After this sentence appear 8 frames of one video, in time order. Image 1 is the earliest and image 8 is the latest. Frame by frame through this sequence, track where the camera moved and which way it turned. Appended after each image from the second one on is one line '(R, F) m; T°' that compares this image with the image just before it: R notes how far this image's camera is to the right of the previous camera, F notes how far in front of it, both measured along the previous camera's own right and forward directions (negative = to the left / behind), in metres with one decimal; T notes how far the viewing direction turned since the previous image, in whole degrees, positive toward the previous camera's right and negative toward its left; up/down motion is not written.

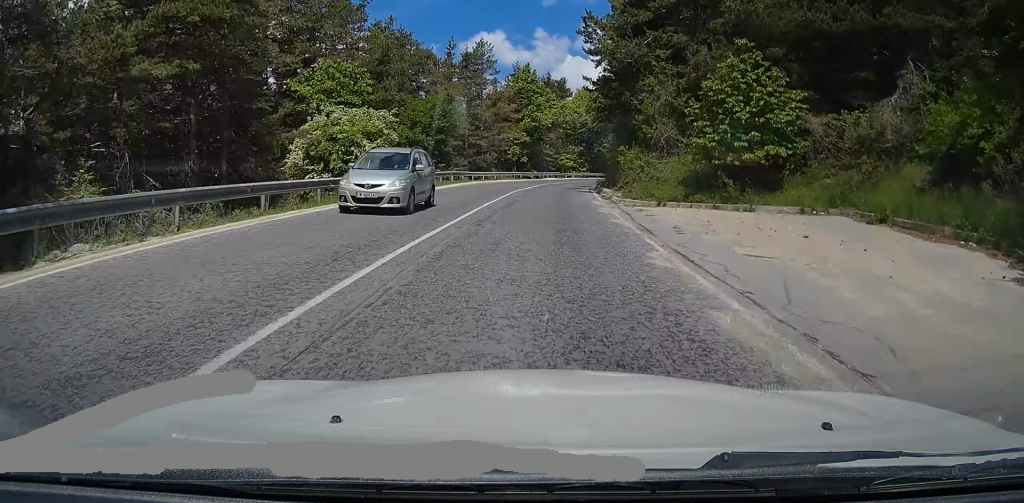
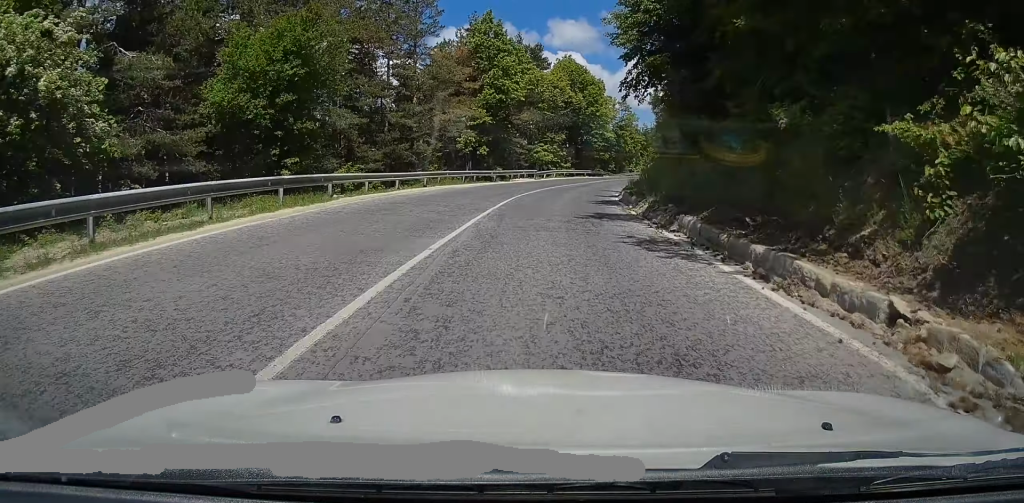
(+1.2, +25.6) m; +5°
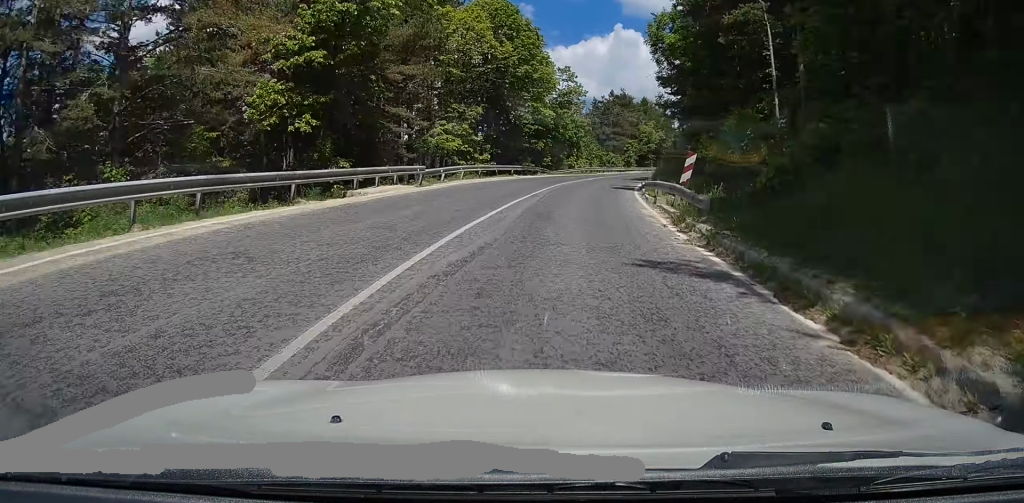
(+1.2, +26.5) m; +9°
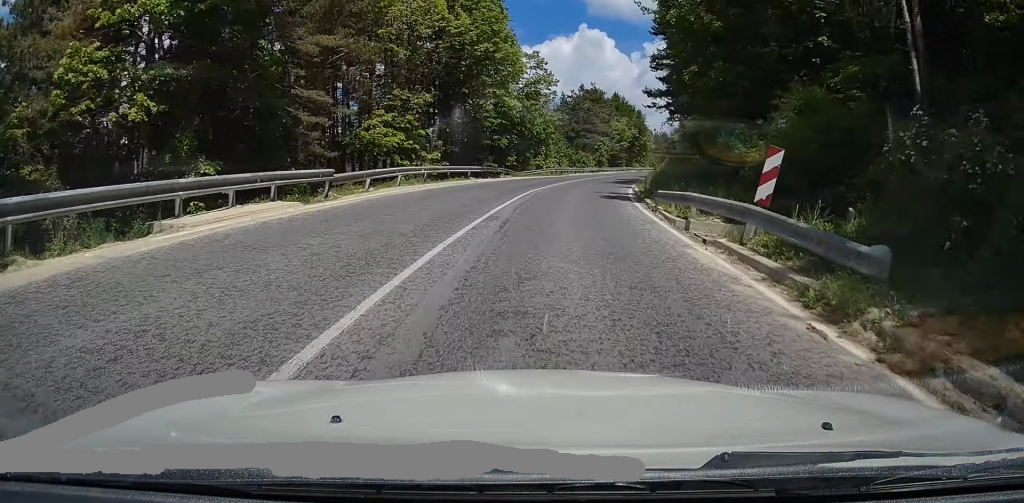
(+0.6, +8.3) m; +4°
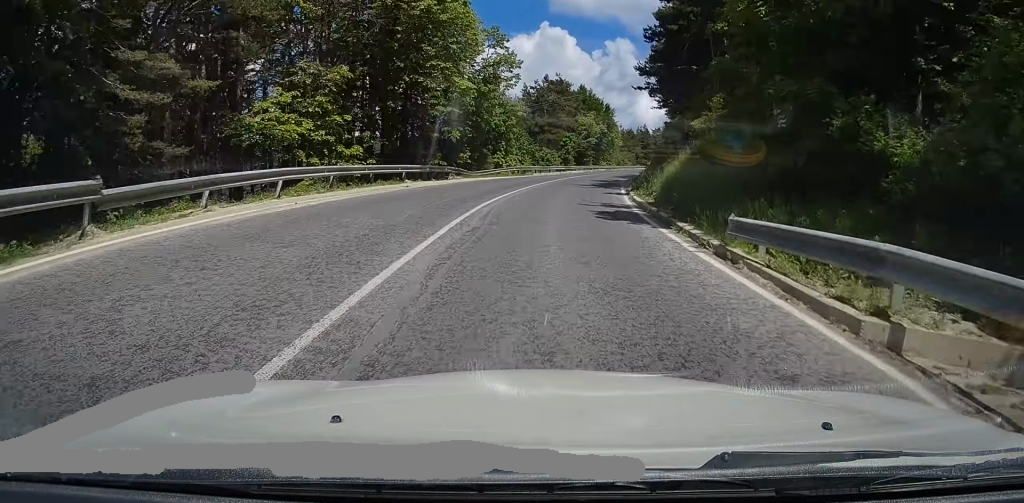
(+0.2, +9.0) m; +4°
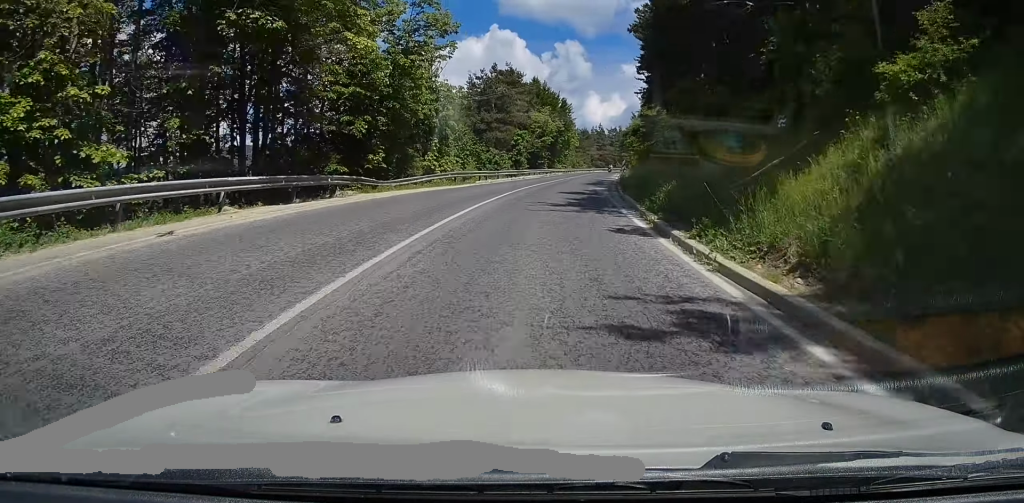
(+0.8, +13.2) m; +5°
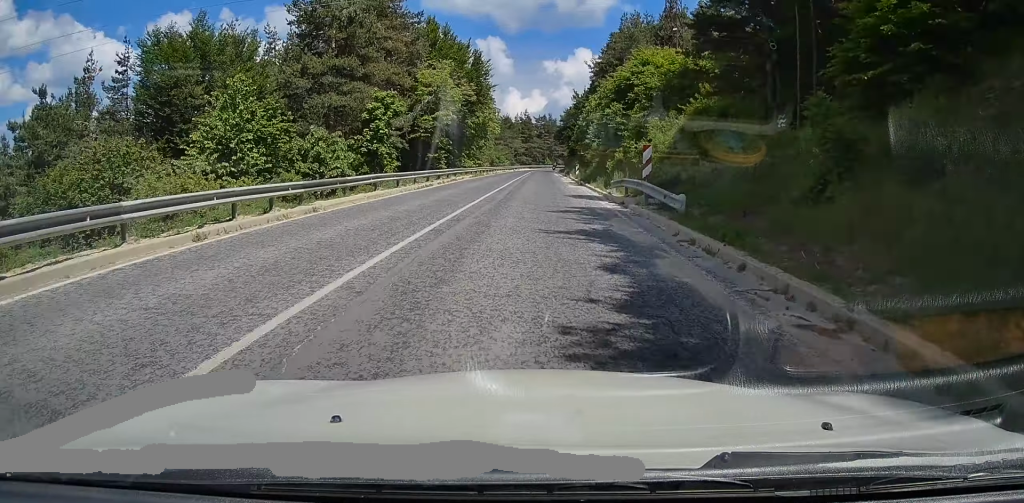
(+3.6, +39.0) m; +8°
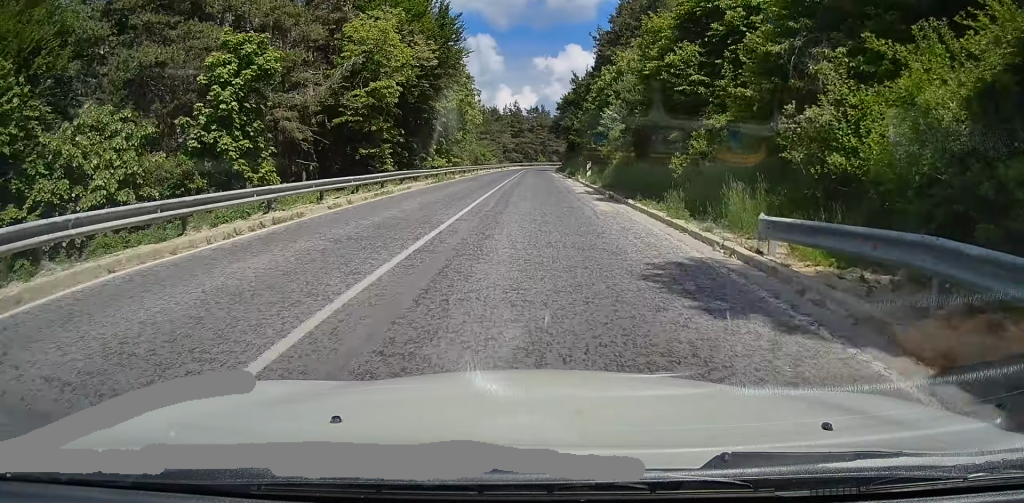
(+0.2, +17.8) m; +1°
